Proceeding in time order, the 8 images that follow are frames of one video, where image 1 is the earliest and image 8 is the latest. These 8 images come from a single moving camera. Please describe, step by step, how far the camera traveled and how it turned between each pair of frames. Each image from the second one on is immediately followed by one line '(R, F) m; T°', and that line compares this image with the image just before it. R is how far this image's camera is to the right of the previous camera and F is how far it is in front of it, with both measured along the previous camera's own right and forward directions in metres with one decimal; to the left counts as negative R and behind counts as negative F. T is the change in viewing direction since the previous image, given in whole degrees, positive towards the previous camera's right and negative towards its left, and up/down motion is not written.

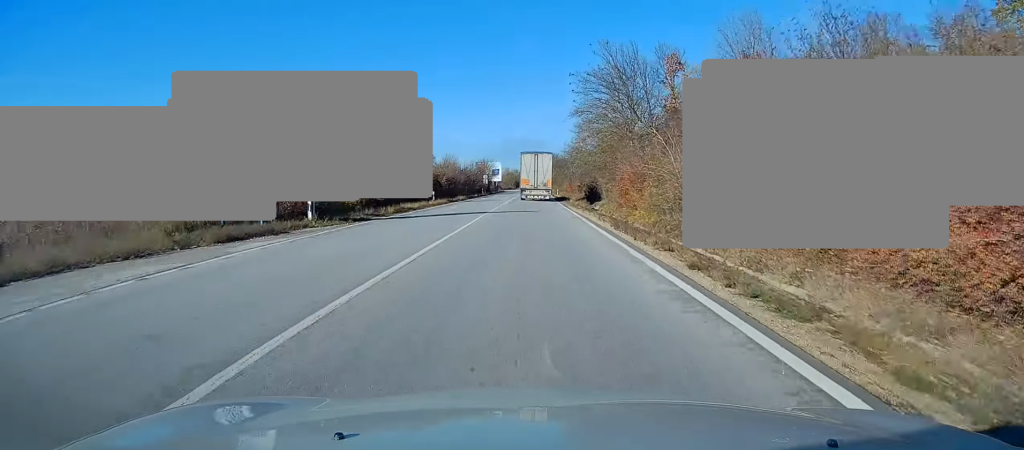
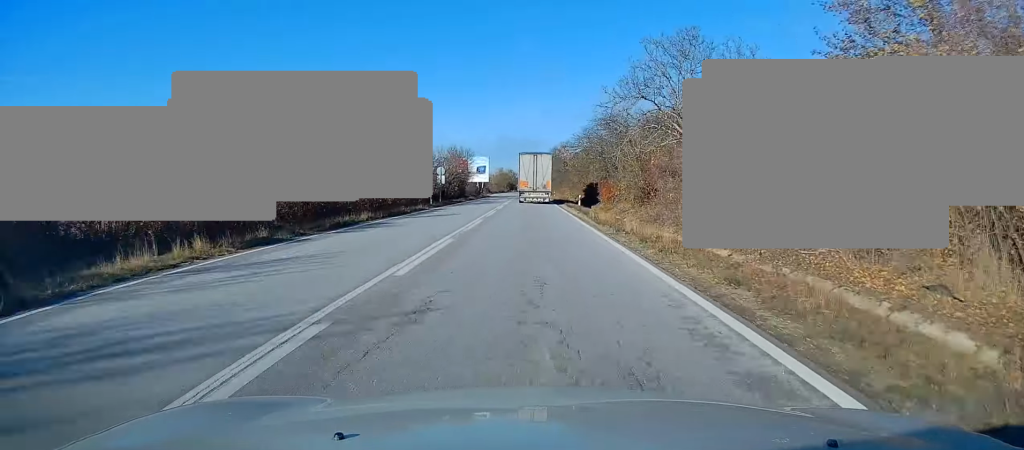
(-0.1, +49.6) m; 0°
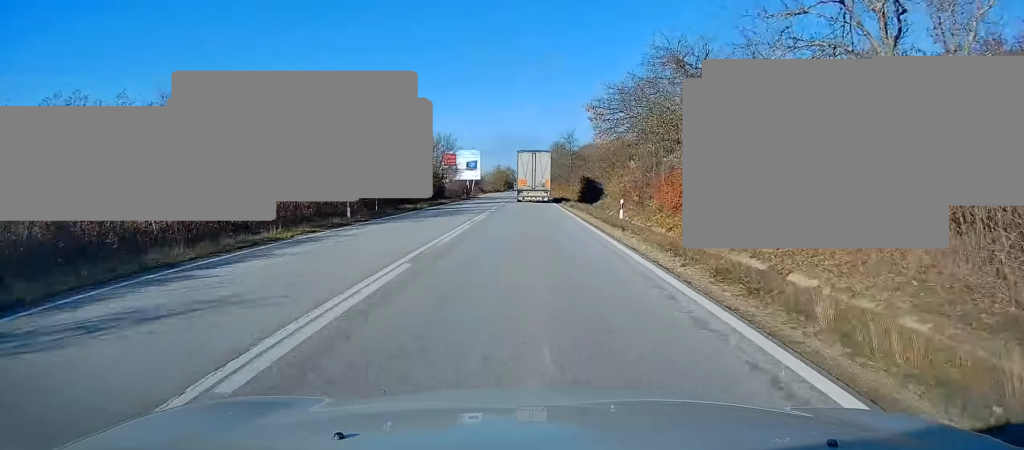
(0.0, +23.2) m; 0°
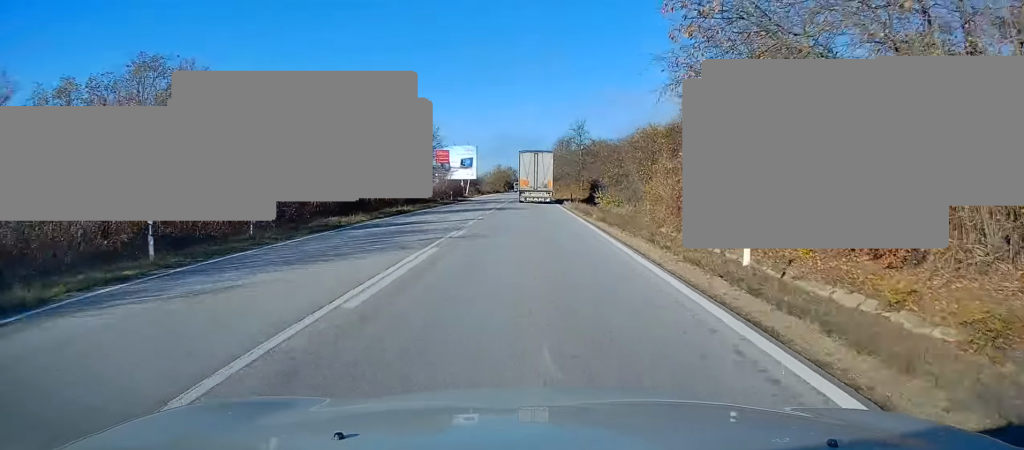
(0.0, +15.5) m; -1°
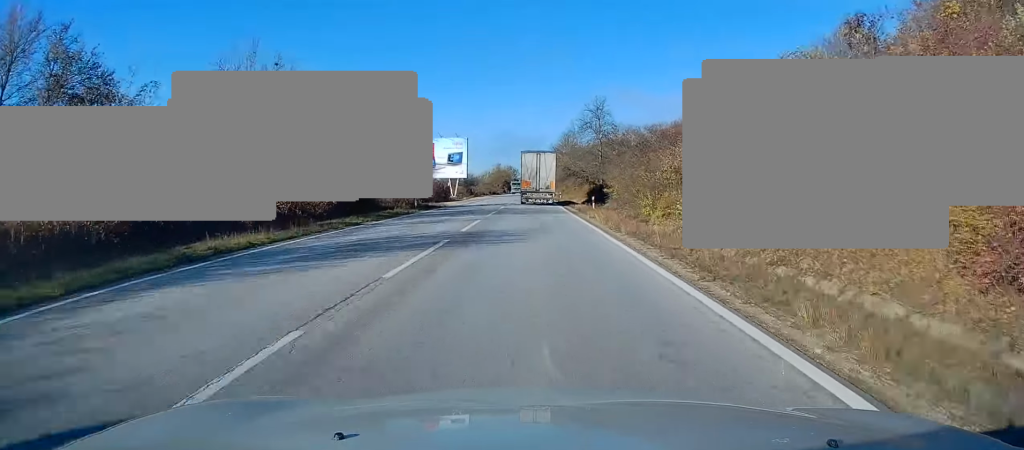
(-0.4, +20.1) m; 0°
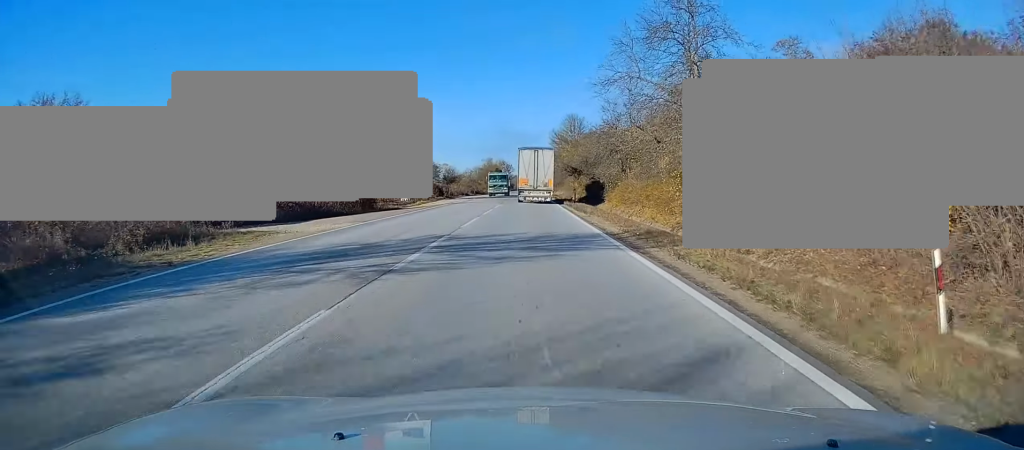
(+0.7, +35.6) m; +1°
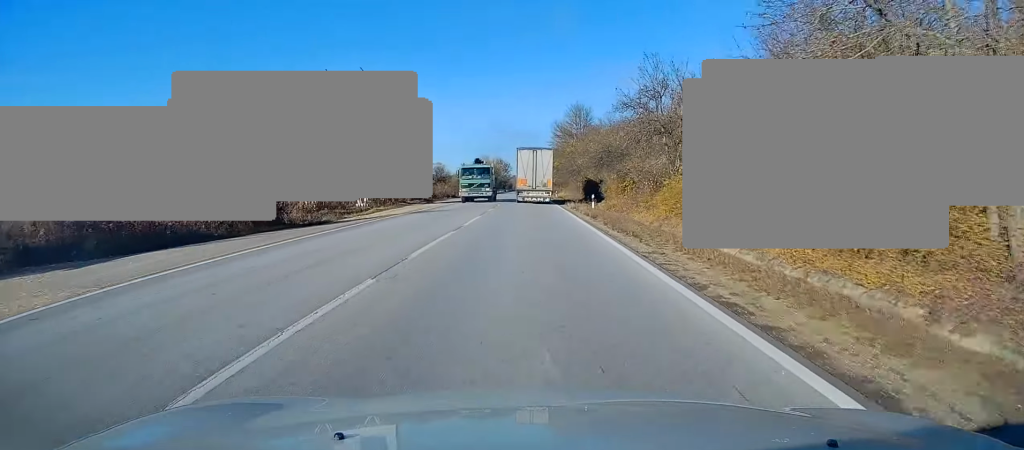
(0.0, +16.2) m; 0°
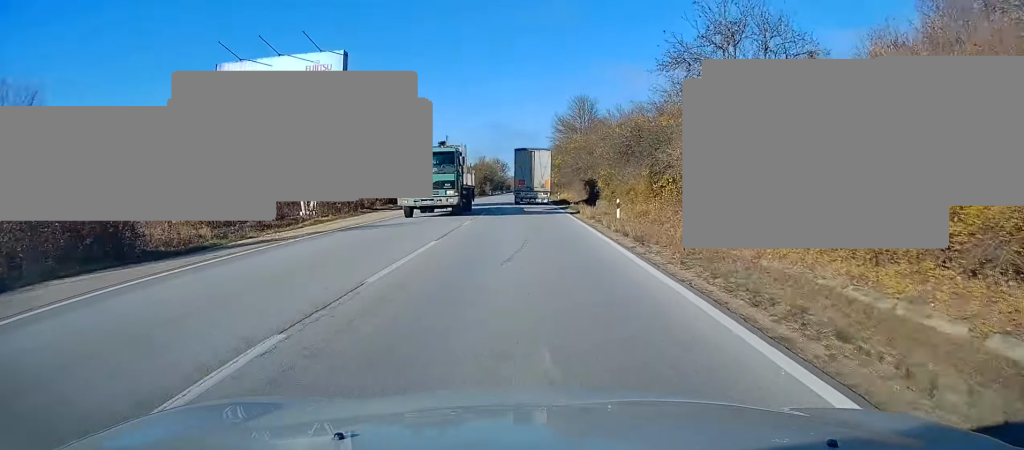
(0.0, +11.5) m; 0°
